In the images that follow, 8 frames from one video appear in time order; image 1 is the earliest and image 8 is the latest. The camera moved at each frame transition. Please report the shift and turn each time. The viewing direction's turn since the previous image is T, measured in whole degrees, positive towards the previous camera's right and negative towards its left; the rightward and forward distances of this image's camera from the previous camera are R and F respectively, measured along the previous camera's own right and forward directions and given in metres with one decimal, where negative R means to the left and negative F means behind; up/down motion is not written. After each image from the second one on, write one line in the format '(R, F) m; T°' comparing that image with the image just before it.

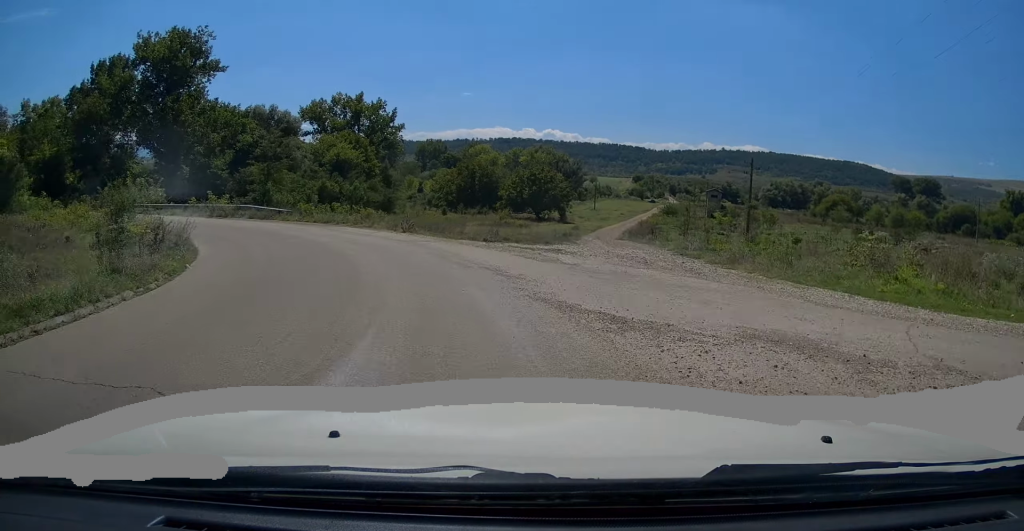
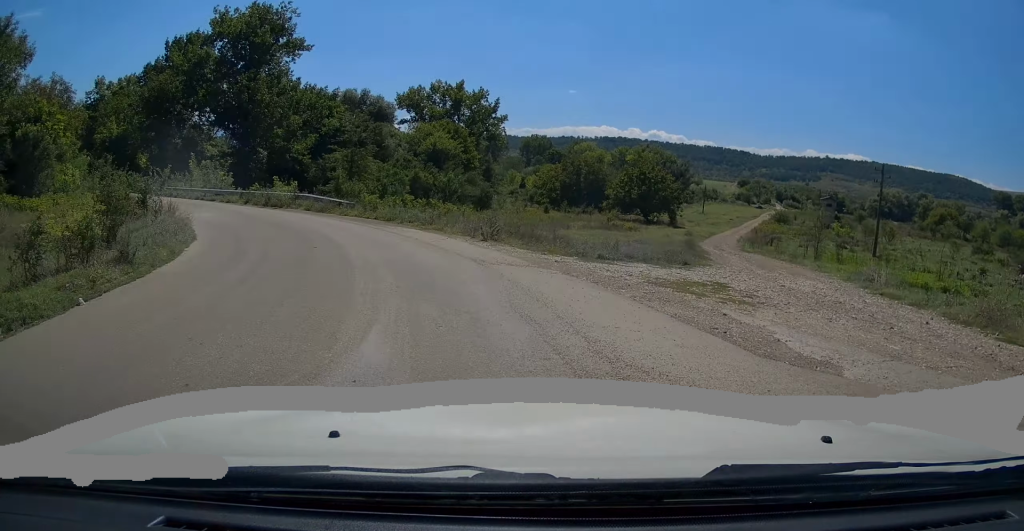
(-0.2, +6.5) m; -8°
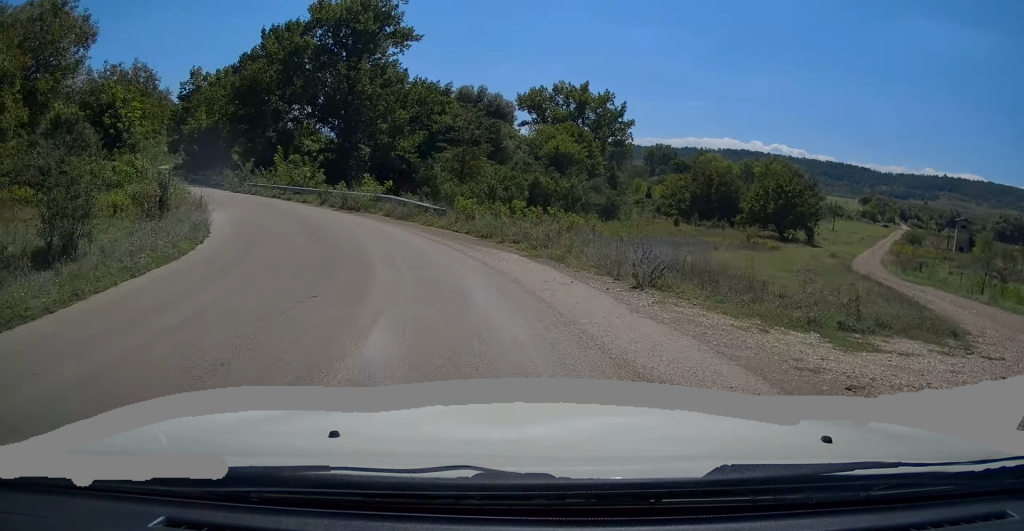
(-0.8, +6.7) m; -11°
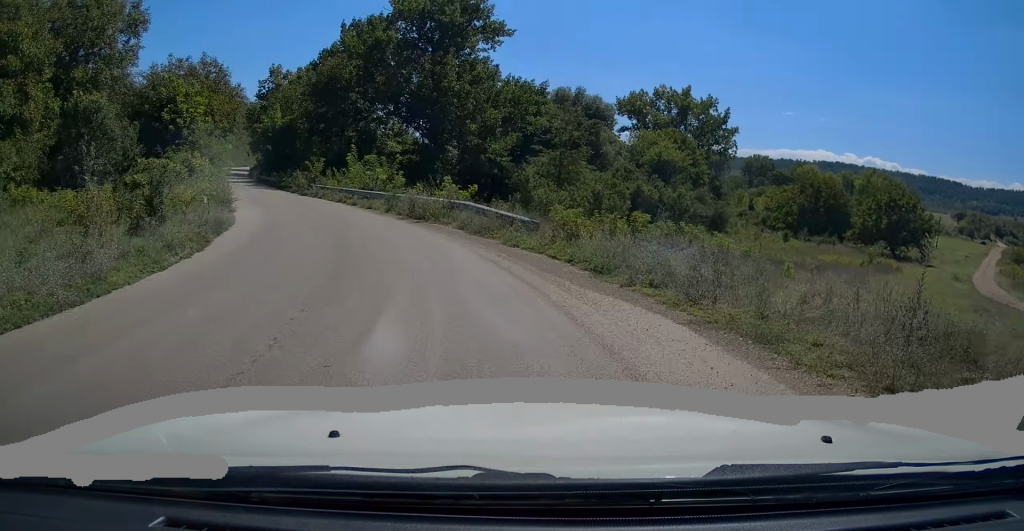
(-0.2, +5.3) m; -9°
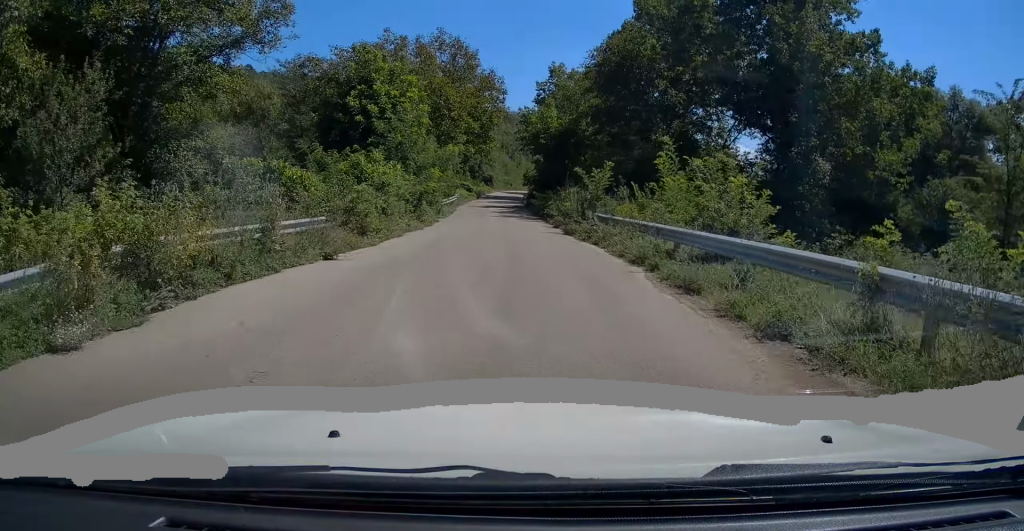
(-5.3, +20.8) m; -25°
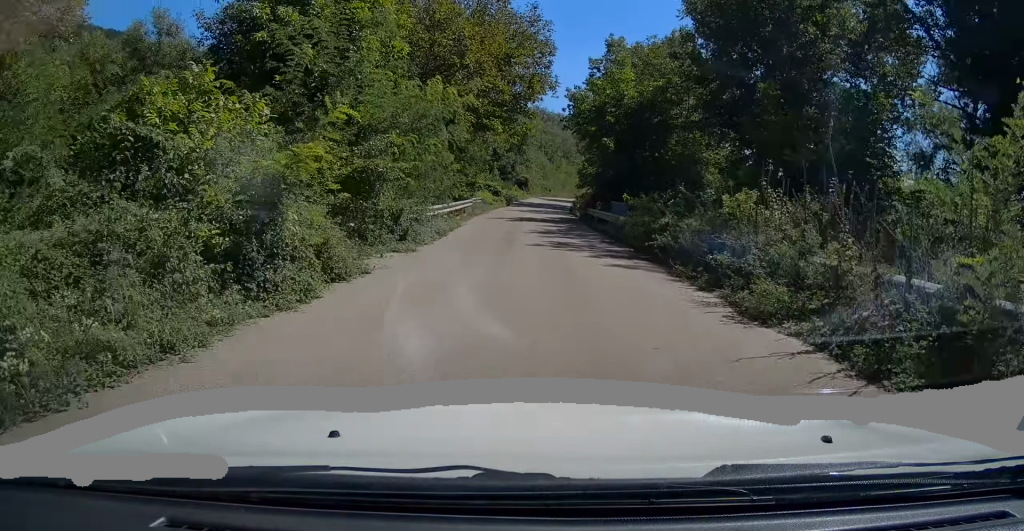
(-1.5, +17.7) m; -4°
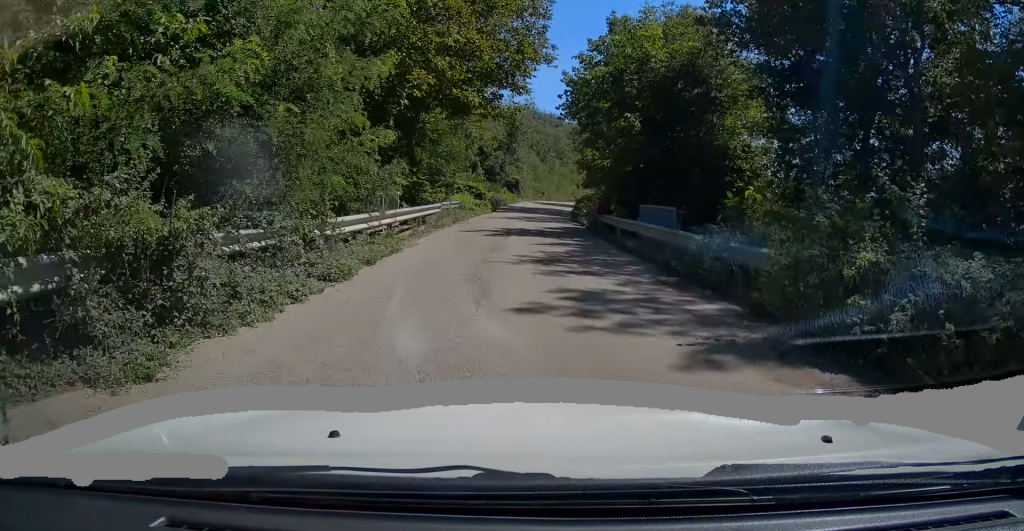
(0.0, +8.6) m; 0°
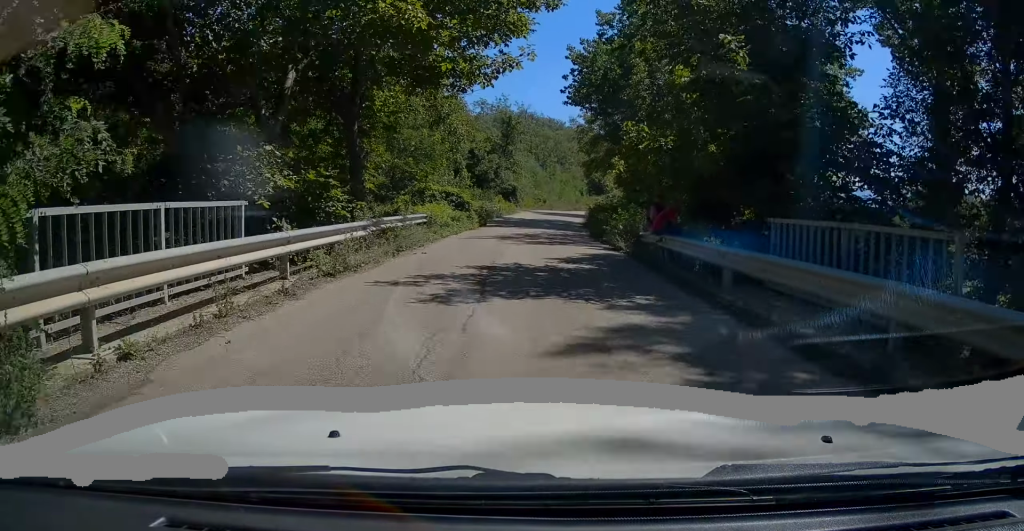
(0.0, +10.2) m; +1°
